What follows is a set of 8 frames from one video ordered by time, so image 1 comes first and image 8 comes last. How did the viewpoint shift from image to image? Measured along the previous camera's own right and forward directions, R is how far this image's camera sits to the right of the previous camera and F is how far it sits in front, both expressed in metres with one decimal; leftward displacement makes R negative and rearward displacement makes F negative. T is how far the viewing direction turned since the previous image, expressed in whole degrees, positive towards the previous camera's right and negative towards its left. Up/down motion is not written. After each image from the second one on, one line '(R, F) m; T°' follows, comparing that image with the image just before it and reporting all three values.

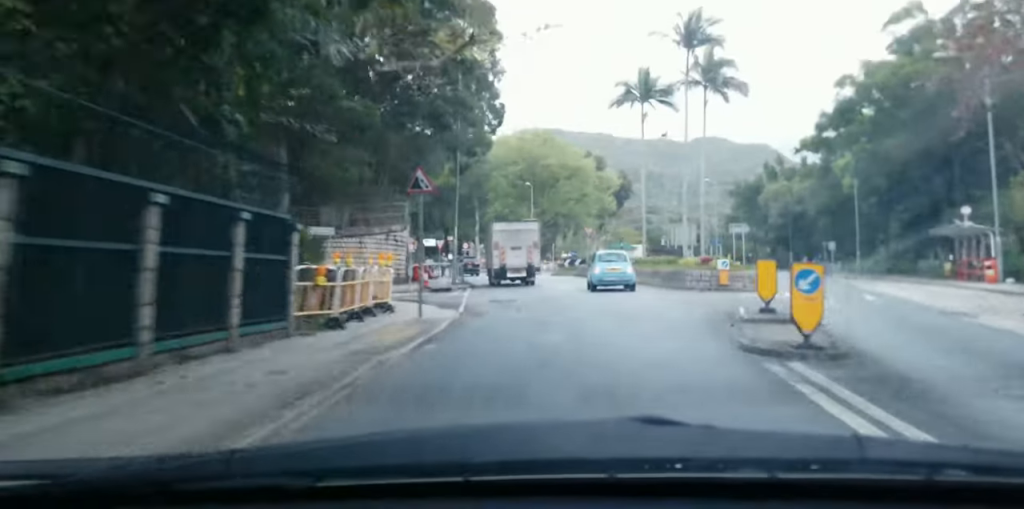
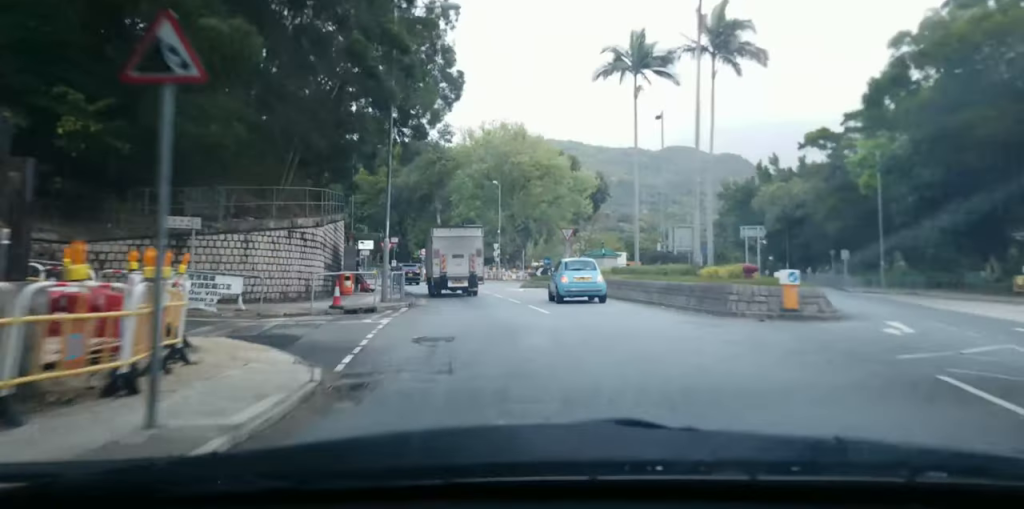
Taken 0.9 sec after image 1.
(+0.9, +10.8) m; +5°
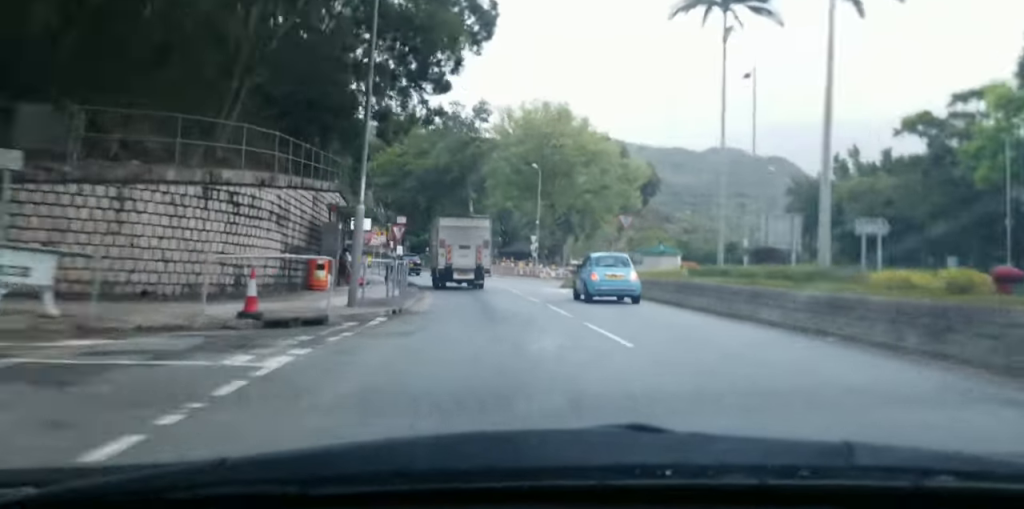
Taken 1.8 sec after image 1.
(0.0, +10.0) m; 0°
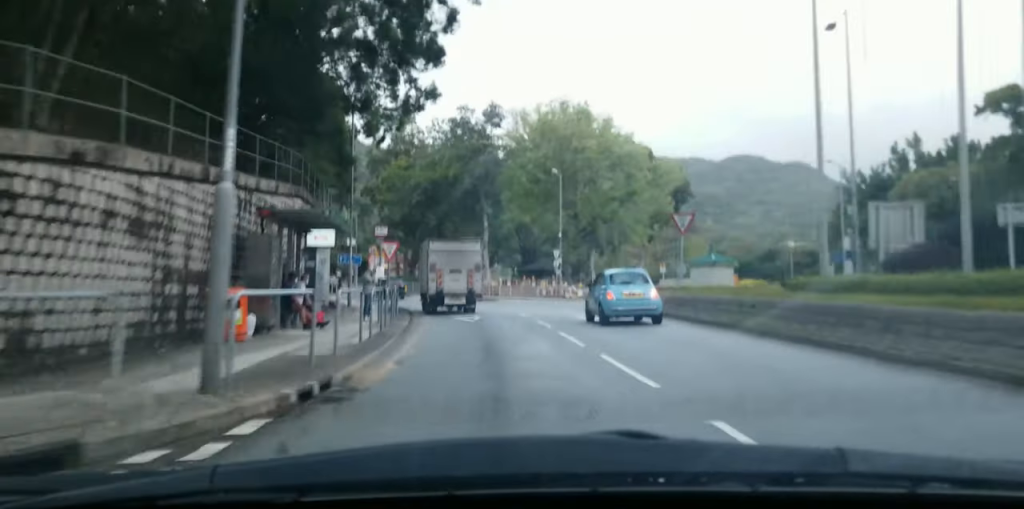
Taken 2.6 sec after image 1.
(+0.1, +8.6) m; -1°
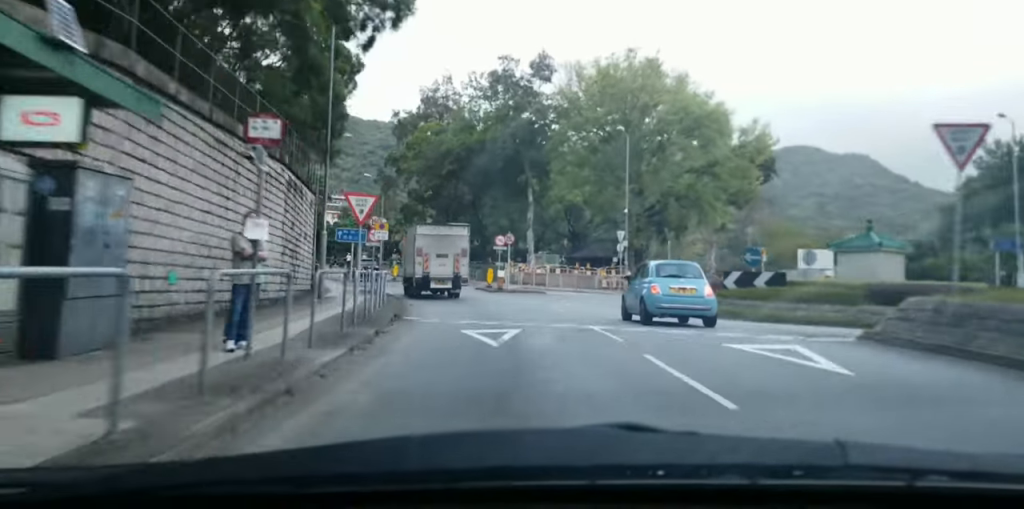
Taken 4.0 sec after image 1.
(-0.5, +13.6) m; -4°
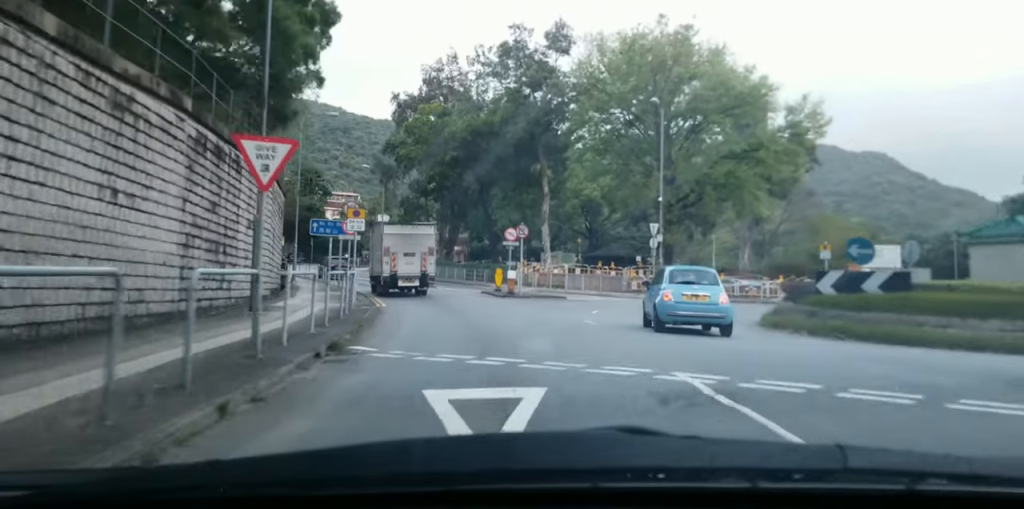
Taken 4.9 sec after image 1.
(-0.1, +8.1) m; -3°
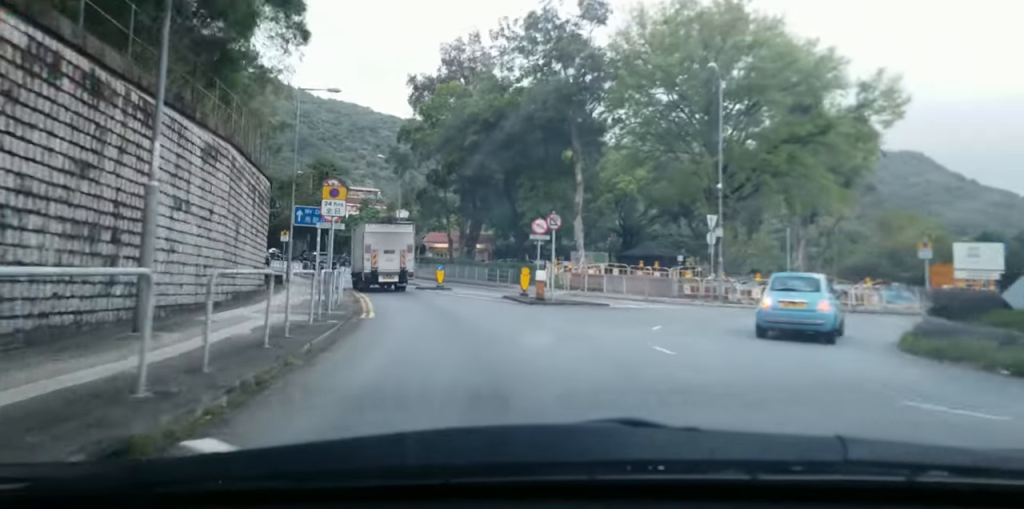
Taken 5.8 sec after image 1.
(-0.3, +7.6) m; -1°
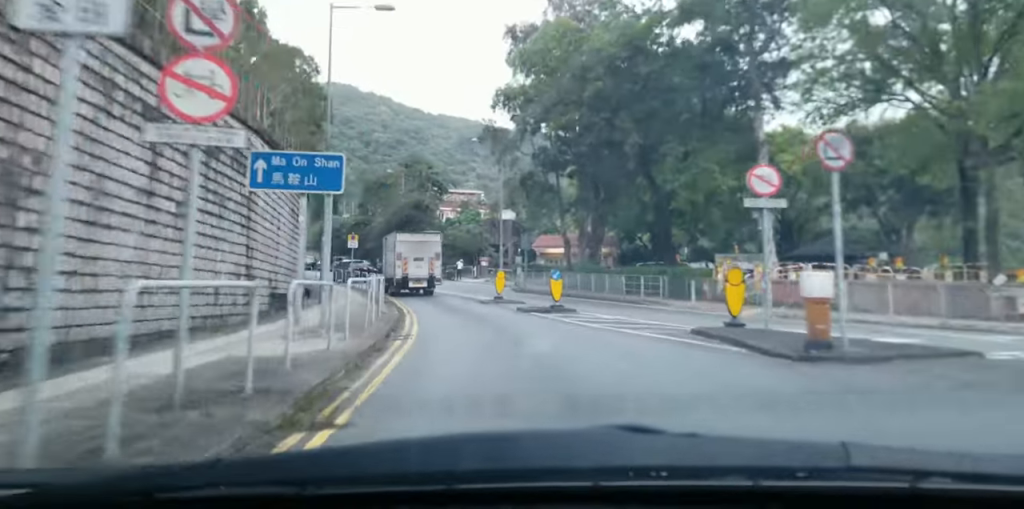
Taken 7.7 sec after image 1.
(-1.5, +15.0) m; -12°
